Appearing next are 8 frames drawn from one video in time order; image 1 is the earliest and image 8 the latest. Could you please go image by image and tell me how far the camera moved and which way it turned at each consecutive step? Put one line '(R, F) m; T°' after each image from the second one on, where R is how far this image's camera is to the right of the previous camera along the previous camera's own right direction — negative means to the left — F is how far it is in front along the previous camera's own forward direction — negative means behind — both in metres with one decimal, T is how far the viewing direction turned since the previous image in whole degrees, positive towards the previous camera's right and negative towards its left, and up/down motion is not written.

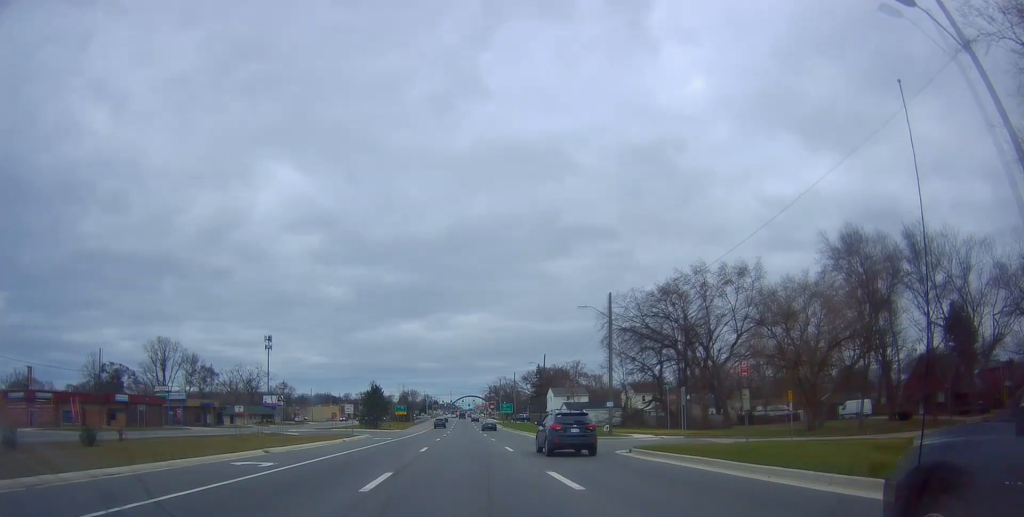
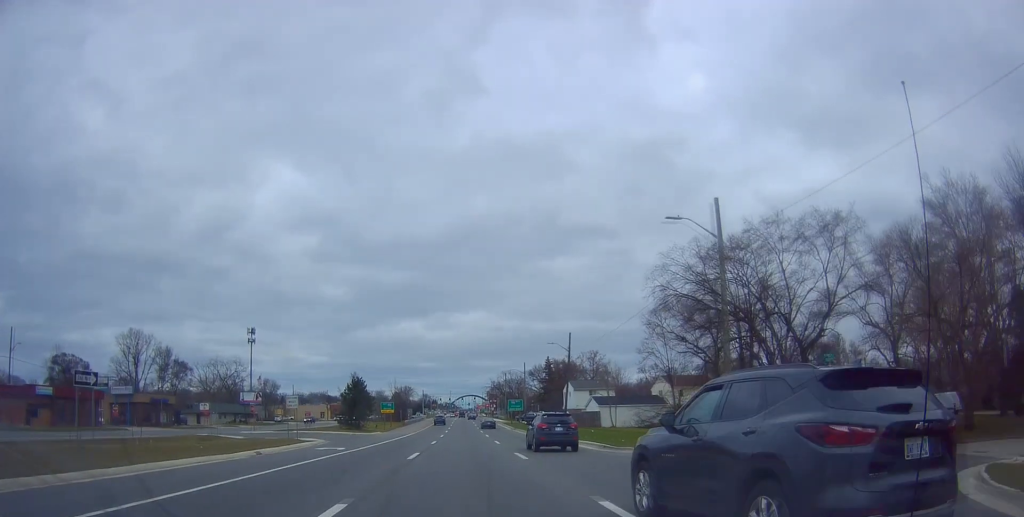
(-0.6, +19.9) m; -1°
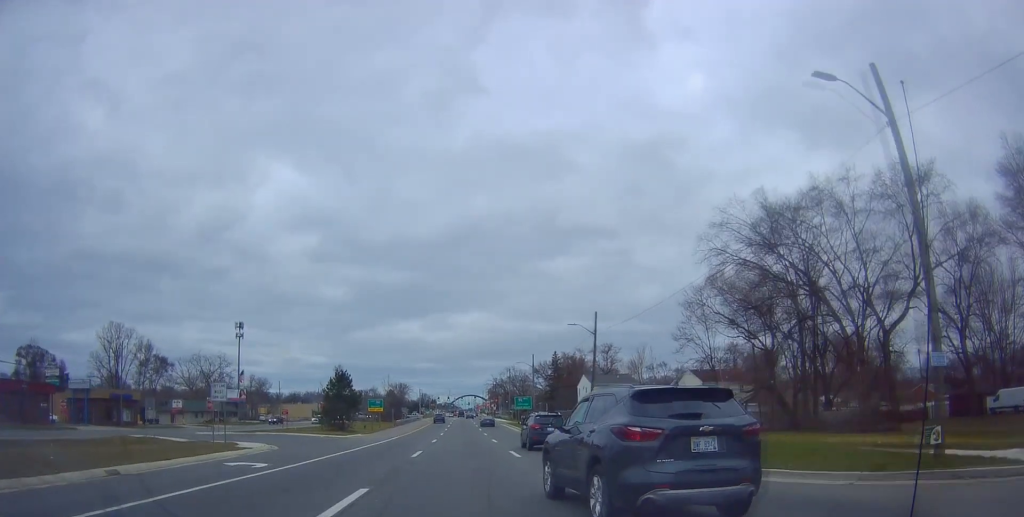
(+0.1, +12.4) m; 0°
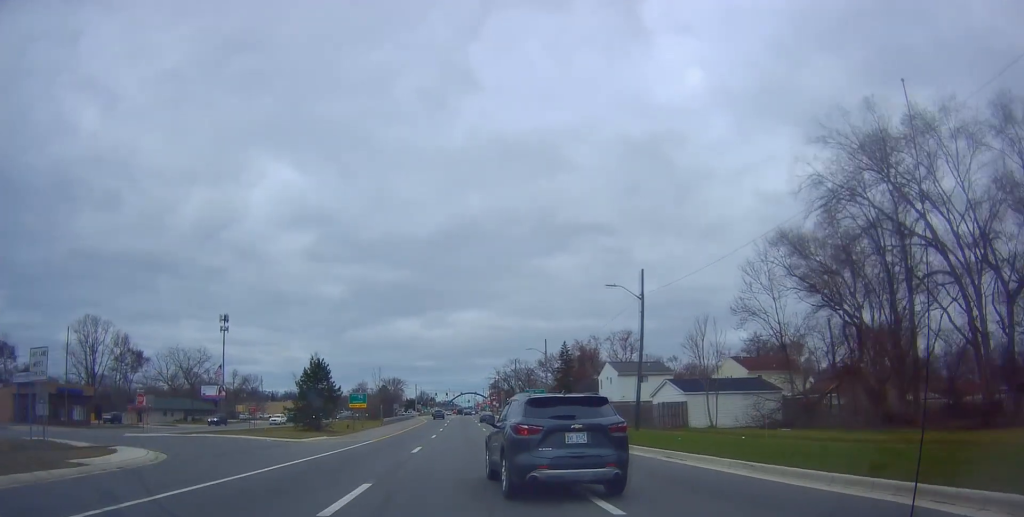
(+0.3, +13.6) m; 0°
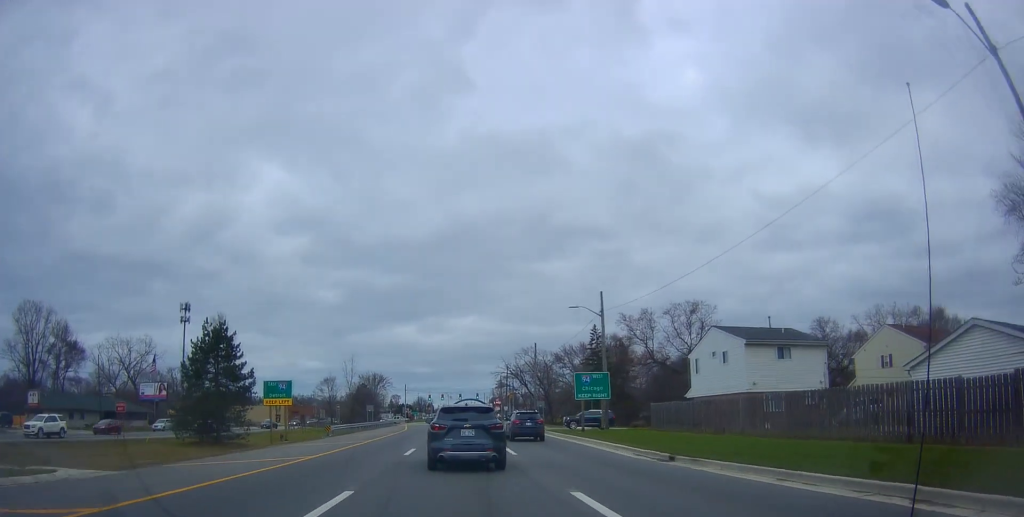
(-0.1, +29.8) m; +1°
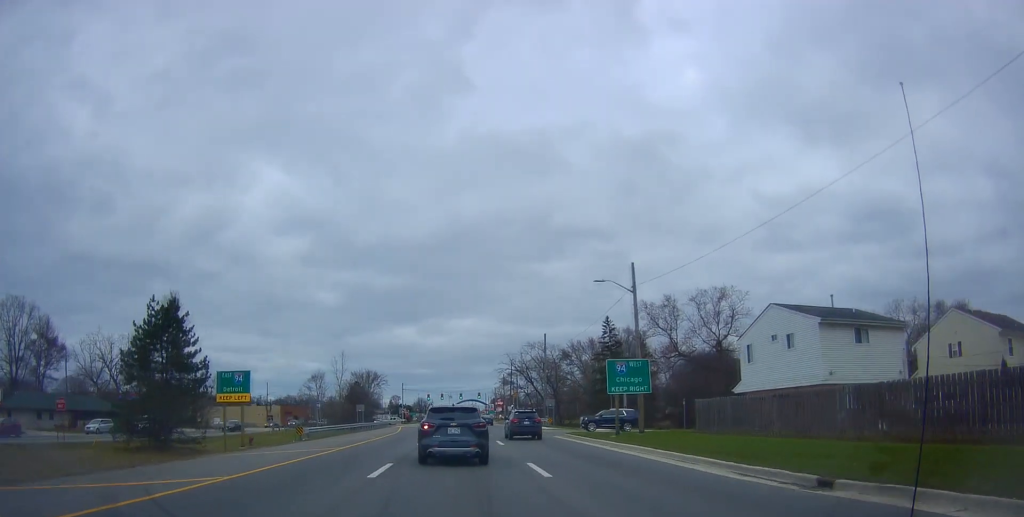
(+0.1, +8.1) m; 0°
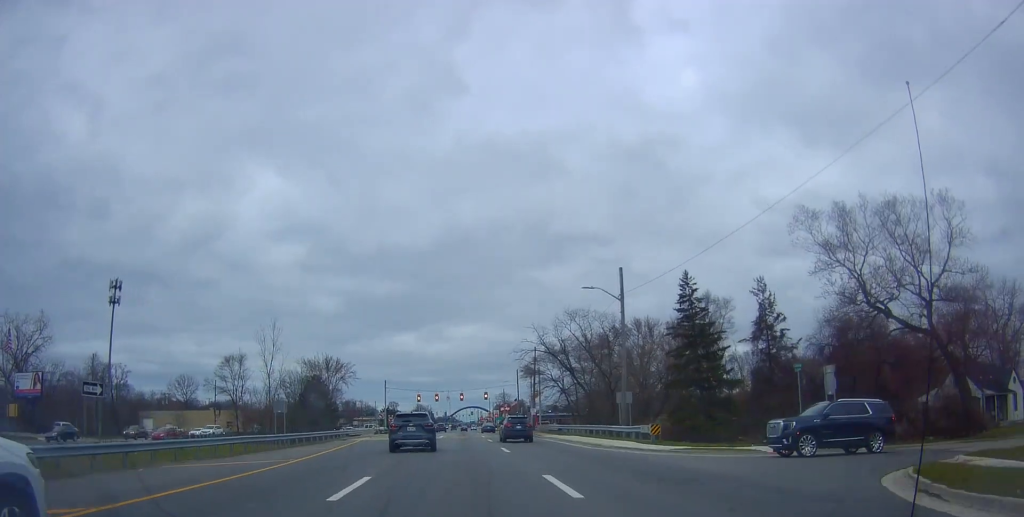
(+0.1, +32.5) m; -1°
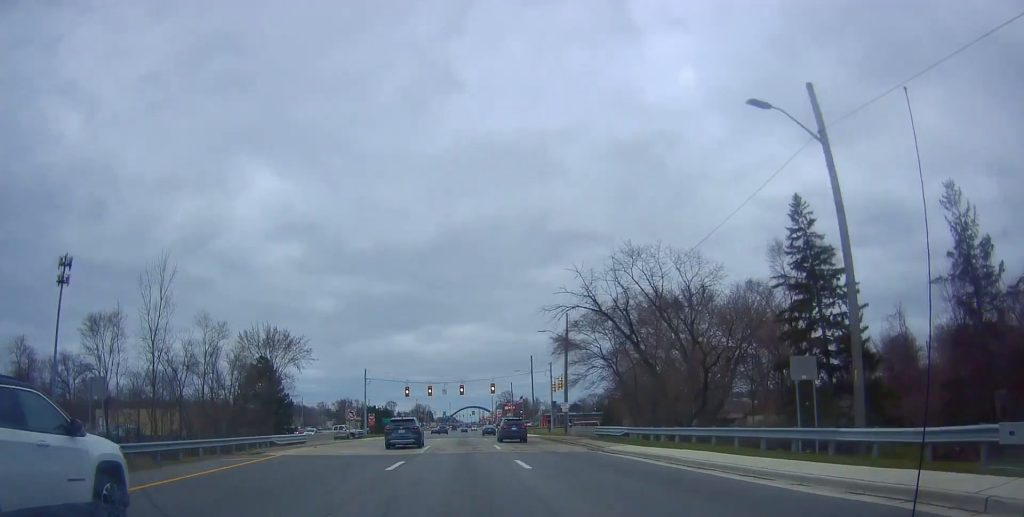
(-0.7, +22.6) m; 0°
